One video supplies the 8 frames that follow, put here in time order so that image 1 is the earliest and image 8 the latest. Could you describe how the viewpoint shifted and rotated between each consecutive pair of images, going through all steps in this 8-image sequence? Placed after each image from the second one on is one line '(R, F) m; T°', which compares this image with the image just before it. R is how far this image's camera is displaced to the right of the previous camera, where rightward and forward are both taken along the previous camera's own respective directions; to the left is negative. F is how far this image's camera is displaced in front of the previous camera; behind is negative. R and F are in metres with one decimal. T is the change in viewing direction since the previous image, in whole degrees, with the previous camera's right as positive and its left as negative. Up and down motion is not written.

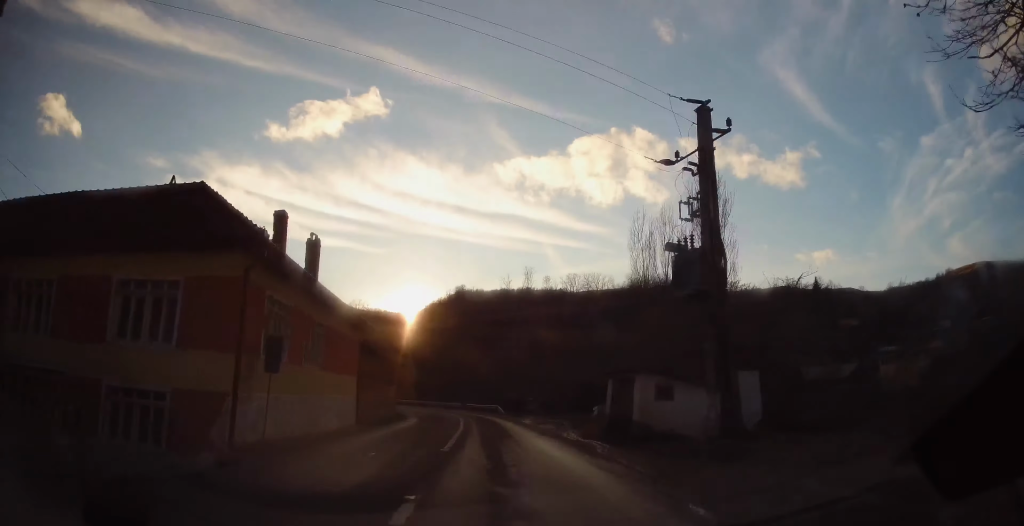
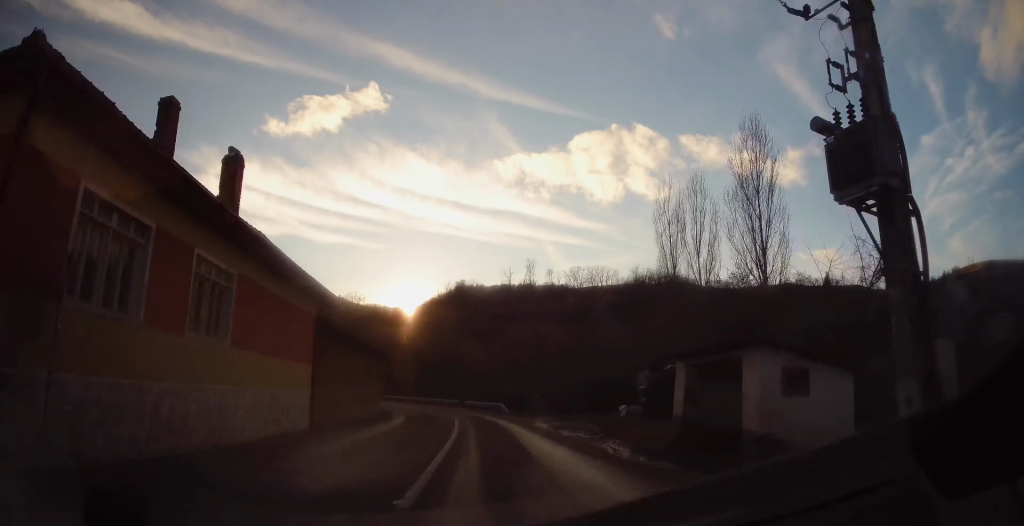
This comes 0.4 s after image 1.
(+0.3, +7.2) m; -1°
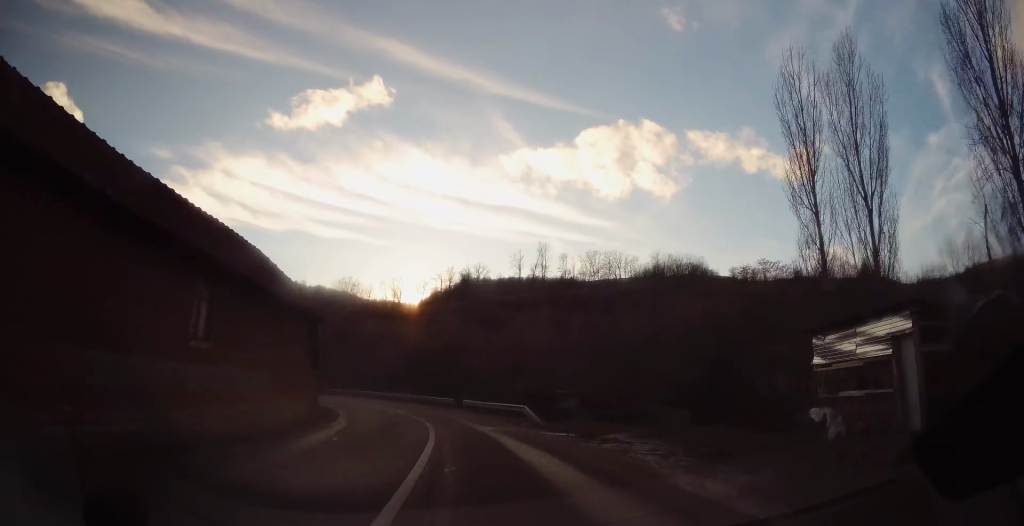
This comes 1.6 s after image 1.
(-0.8, +18.2) m; -3°
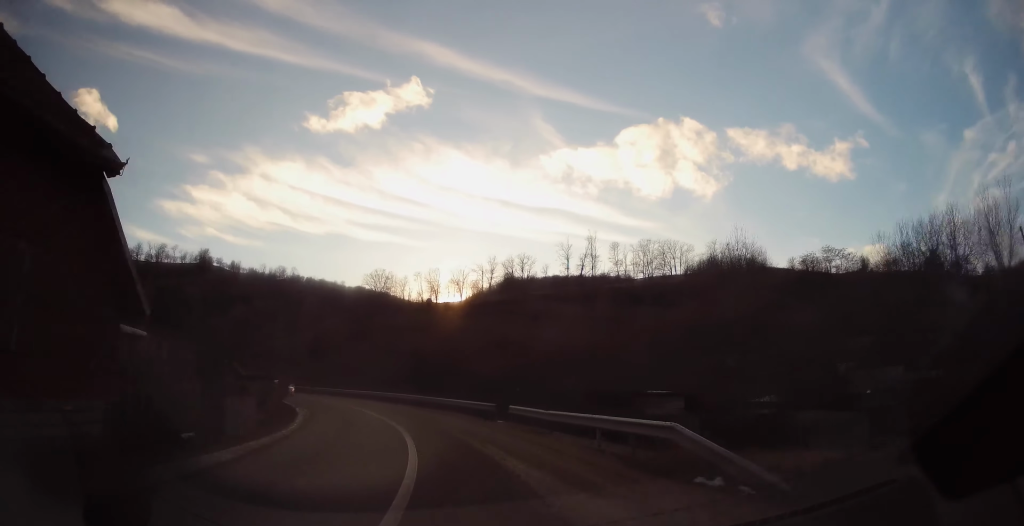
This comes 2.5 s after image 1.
(+0.1, +14.5) m; -4°
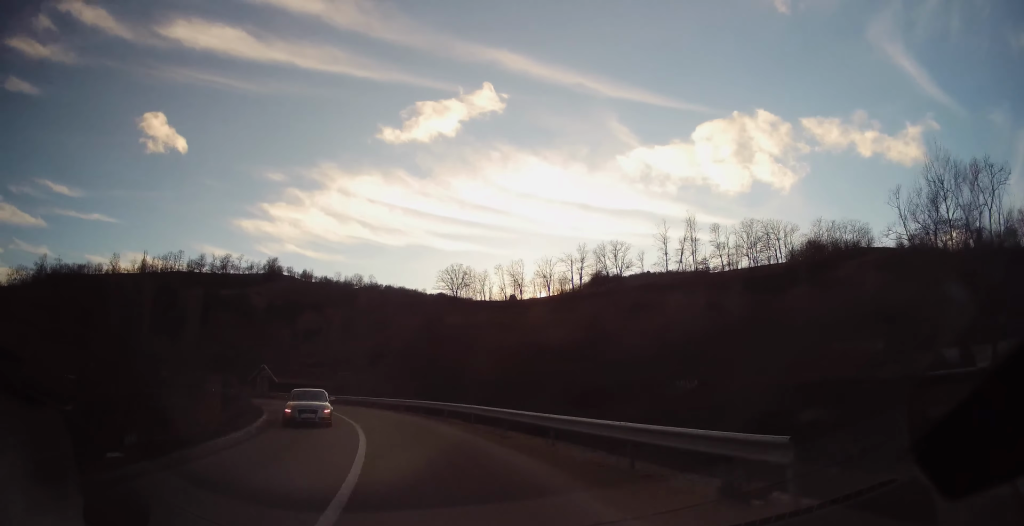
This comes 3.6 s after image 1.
(-1.6, +17.2) m; -13°
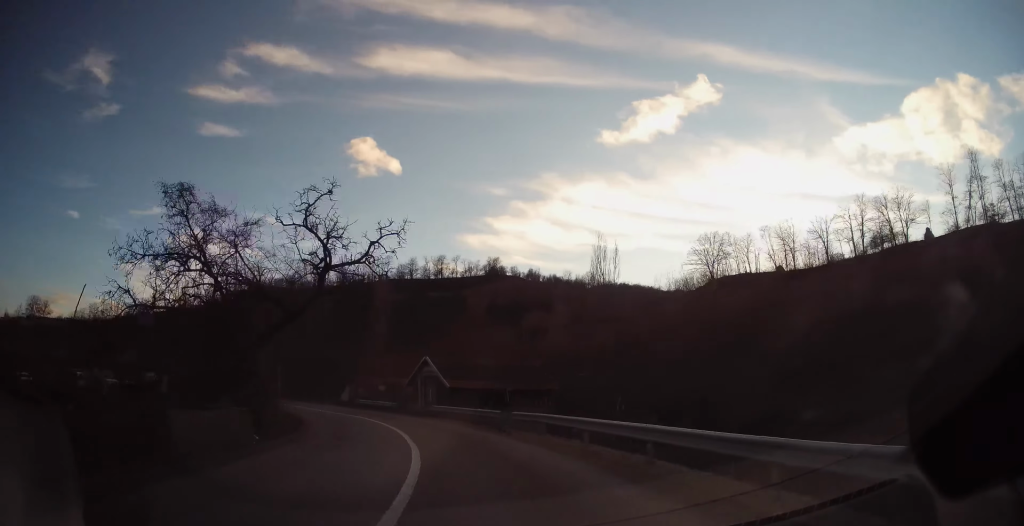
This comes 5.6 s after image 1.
(-6.2, +28.9) m; -22°
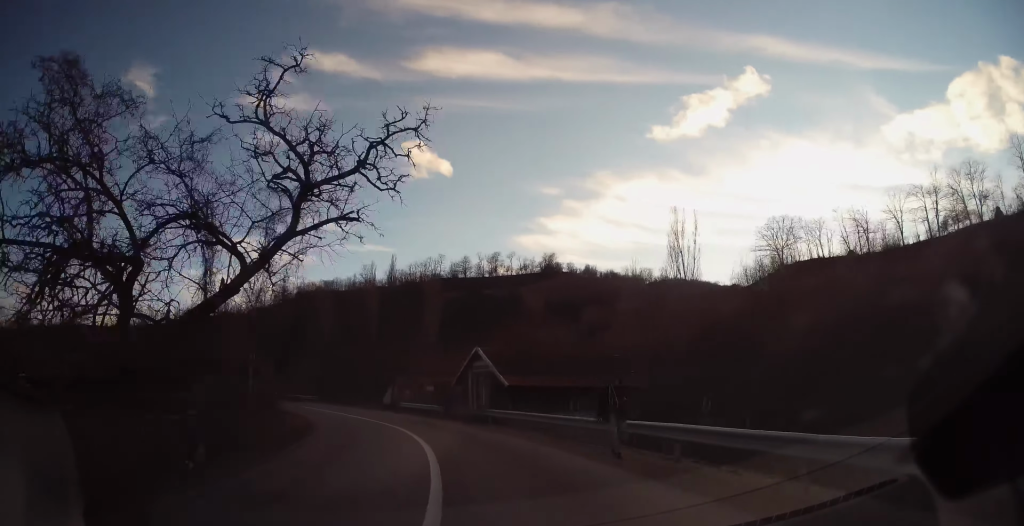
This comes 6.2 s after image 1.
(-0.6, +7.8) m; -5°
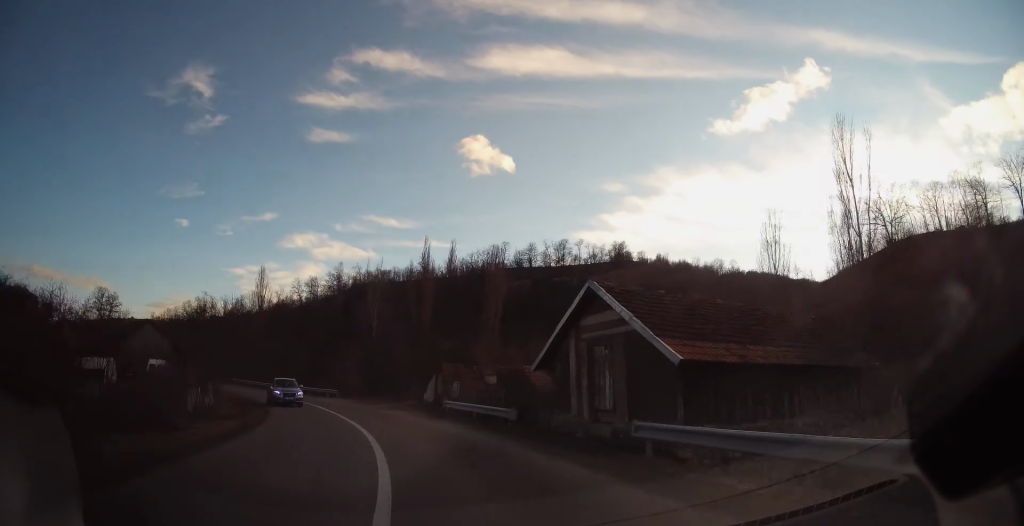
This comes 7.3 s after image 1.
(-1.4, +16.0) m; -10°
